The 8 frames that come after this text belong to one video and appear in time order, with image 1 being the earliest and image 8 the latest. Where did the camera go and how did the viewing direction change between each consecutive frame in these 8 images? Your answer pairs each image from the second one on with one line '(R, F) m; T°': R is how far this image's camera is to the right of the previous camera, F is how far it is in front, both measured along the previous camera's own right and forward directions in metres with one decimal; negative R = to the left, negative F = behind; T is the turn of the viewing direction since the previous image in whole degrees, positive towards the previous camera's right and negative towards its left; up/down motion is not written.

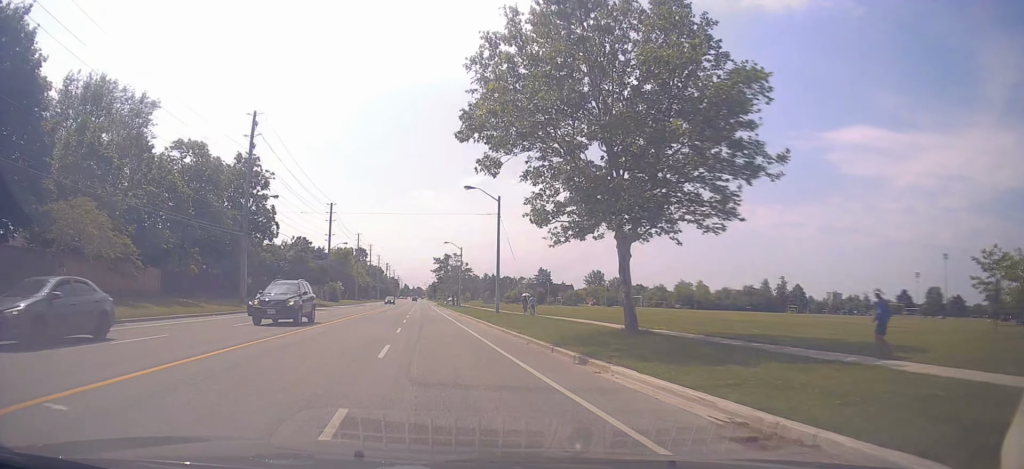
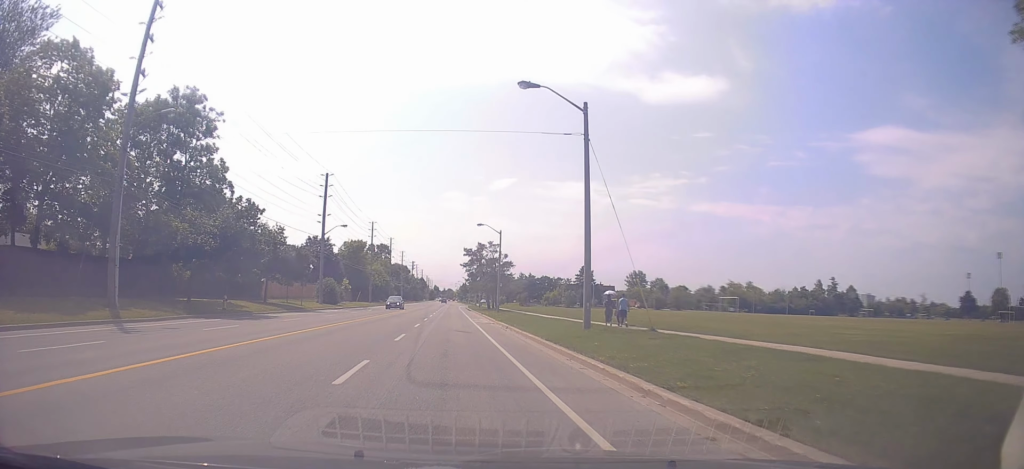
(+0.1, +21.7) m; -1°
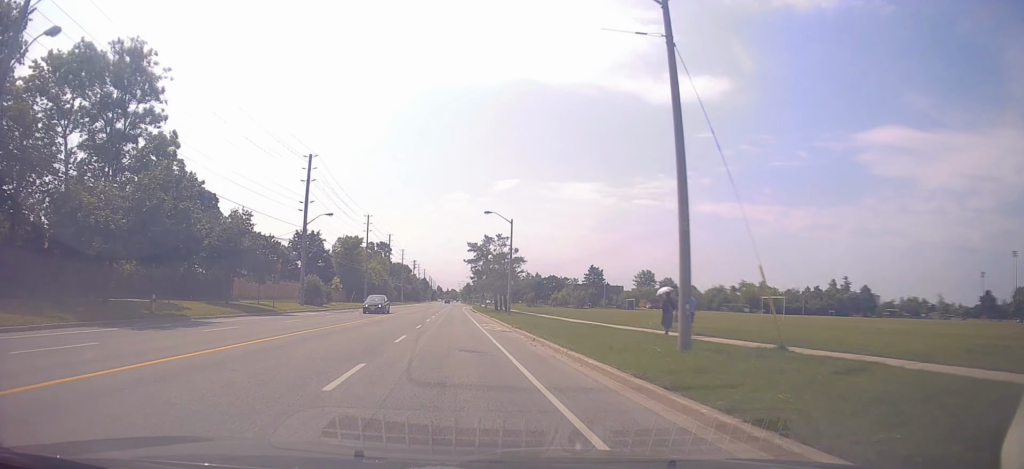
(-0.1, +9.4) m; -1°
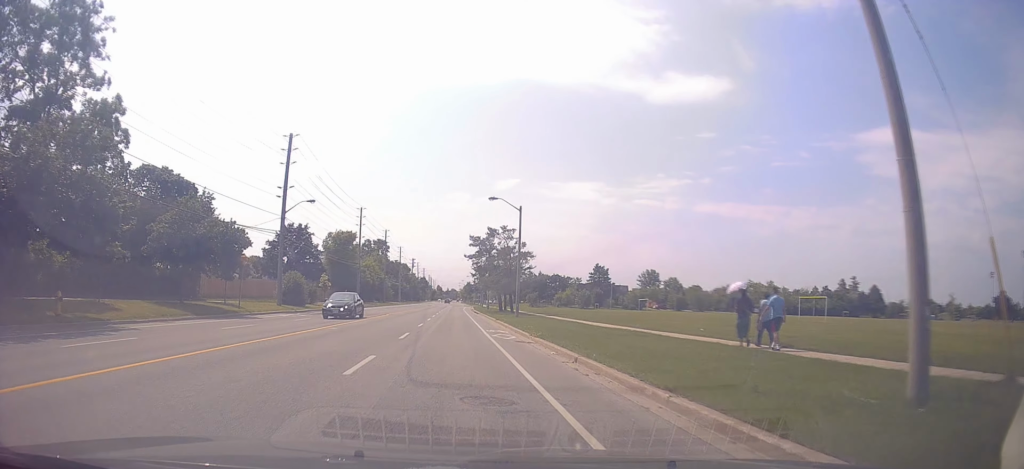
(0.0, +7.1) m; -1°
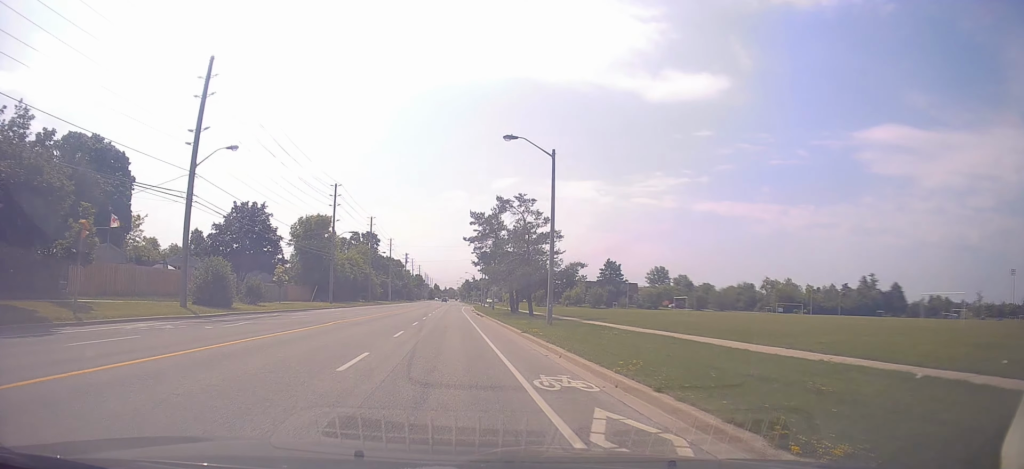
(-0.3, +16.8) m; -1°
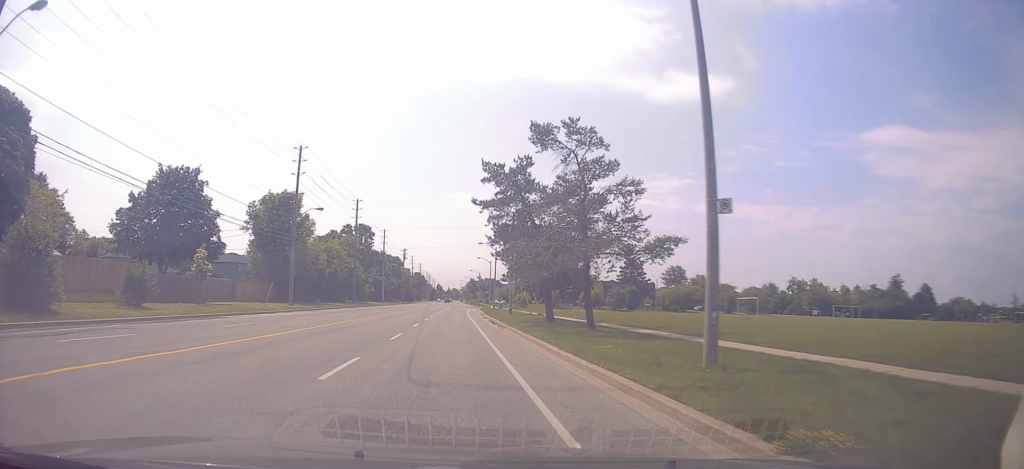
(0.0, +18.0) m; +1°
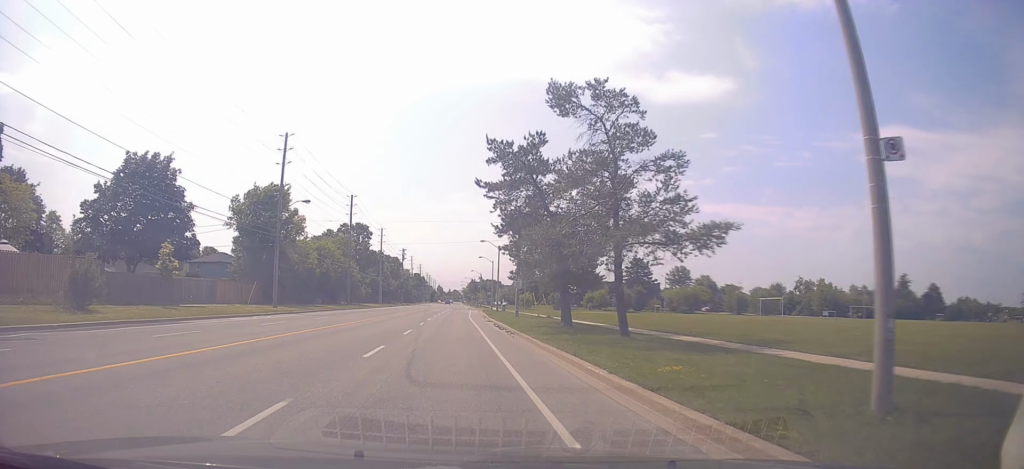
(0.0, +4.8) m; 0°
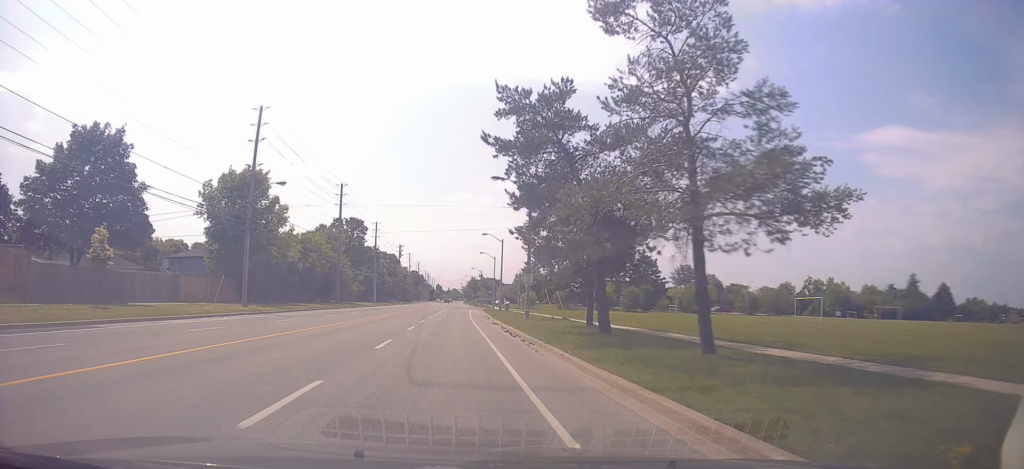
(+0.1, +6.8) m; 0°
